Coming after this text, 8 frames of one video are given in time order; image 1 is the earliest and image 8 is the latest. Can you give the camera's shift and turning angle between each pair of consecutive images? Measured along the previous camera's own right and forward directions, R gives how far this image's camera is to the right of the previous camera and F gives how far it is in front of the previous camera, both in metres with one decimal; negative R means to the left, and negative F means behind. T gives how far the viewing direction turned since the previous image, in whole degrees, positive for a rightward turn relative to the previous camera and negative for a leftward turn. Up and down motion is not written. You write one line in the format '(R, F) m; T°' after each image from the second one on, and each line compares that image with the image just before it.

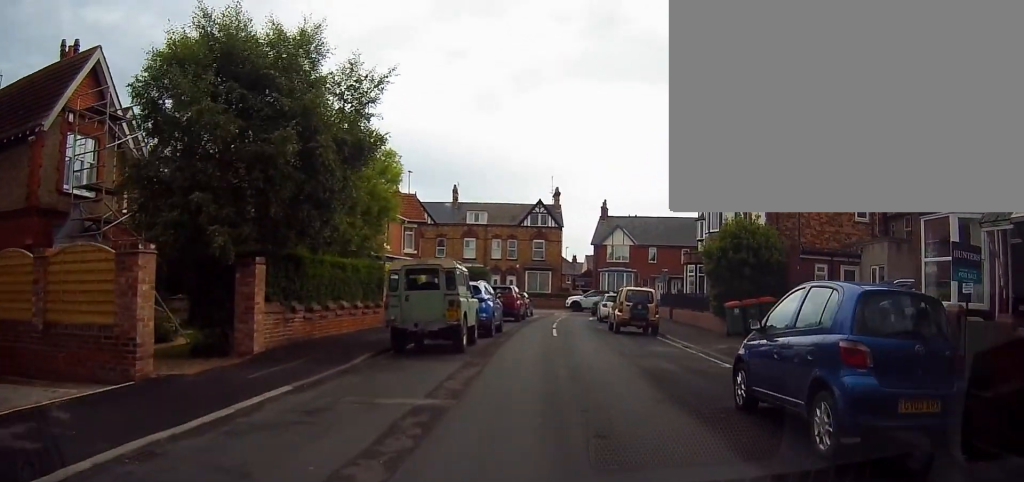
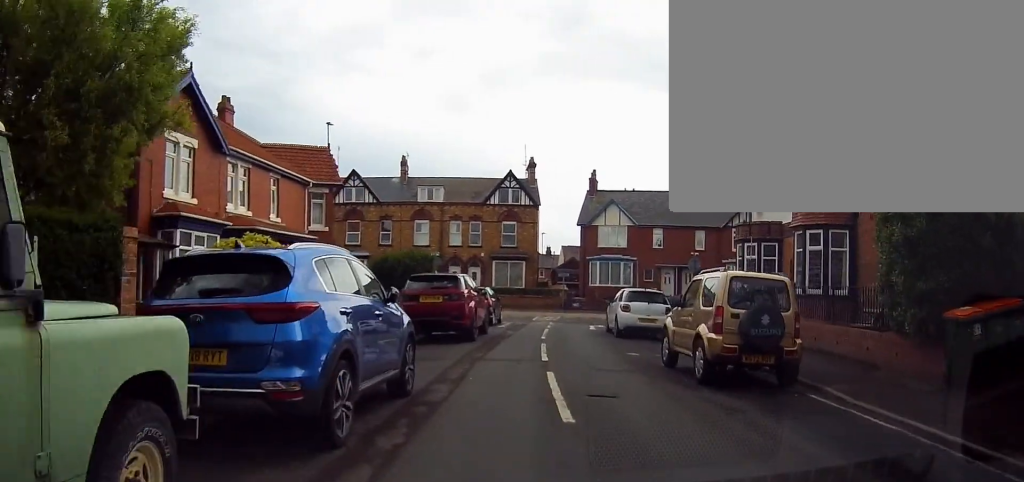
(-0.8, +14.1) m; -2°
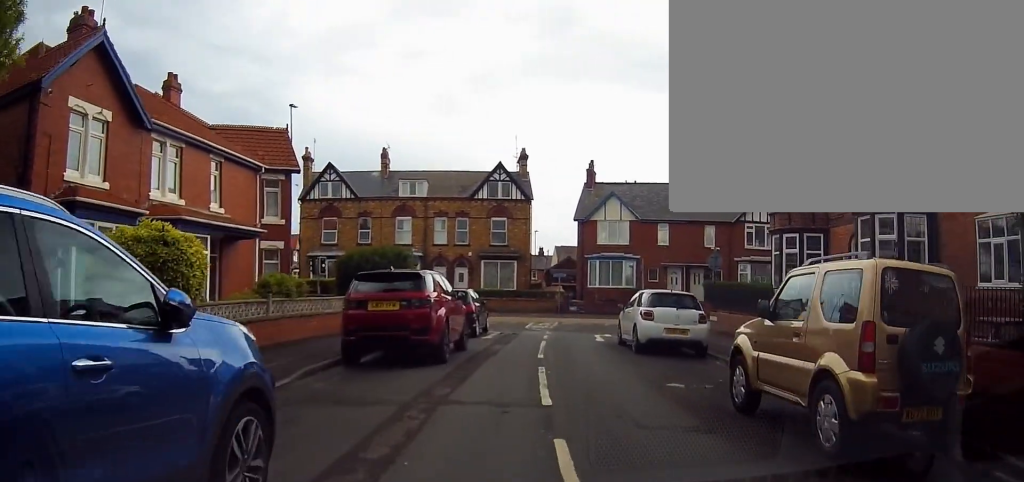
(+0.3, +4.5) m; +5°
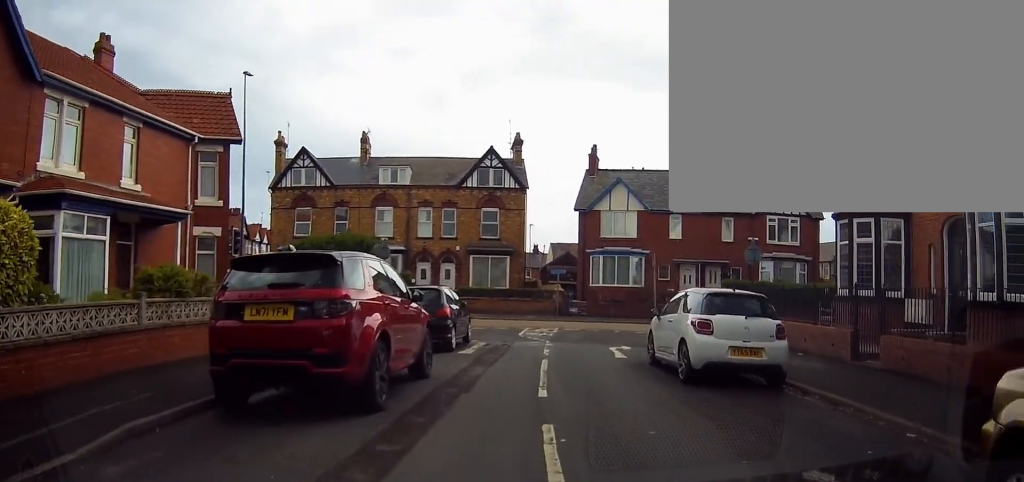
(+0.1, +5.1) m; -3°
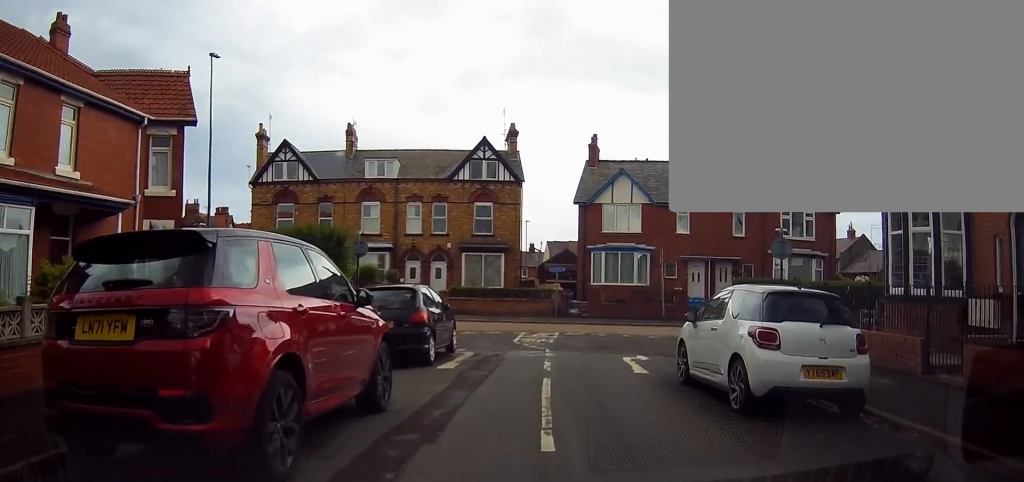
(-0.1, +2.8) m; -2°
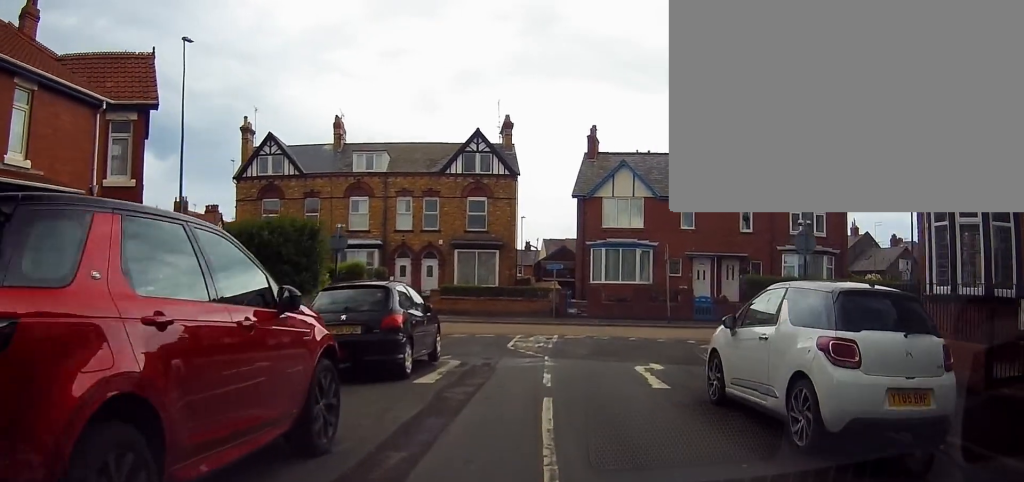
(-0.3, +1.9) m; 0°
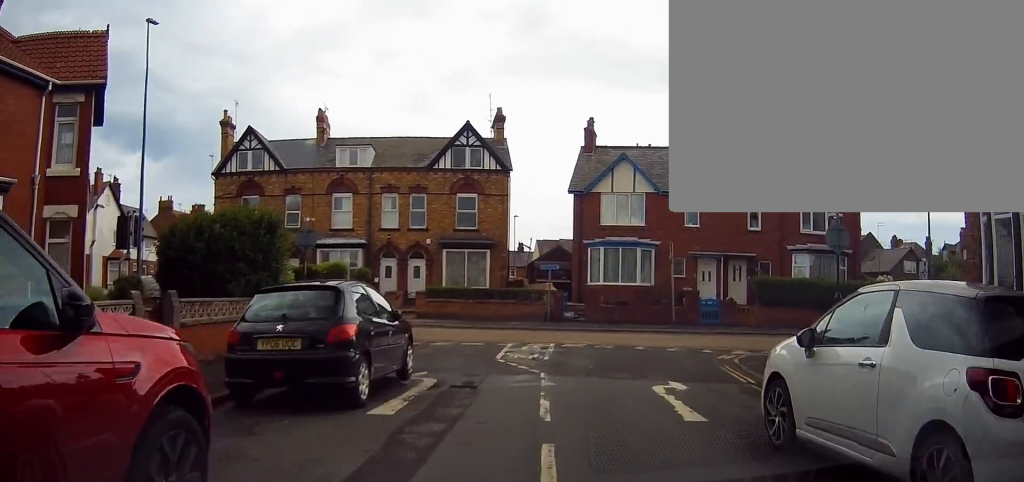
(+0.1, +2.3) m; +3°
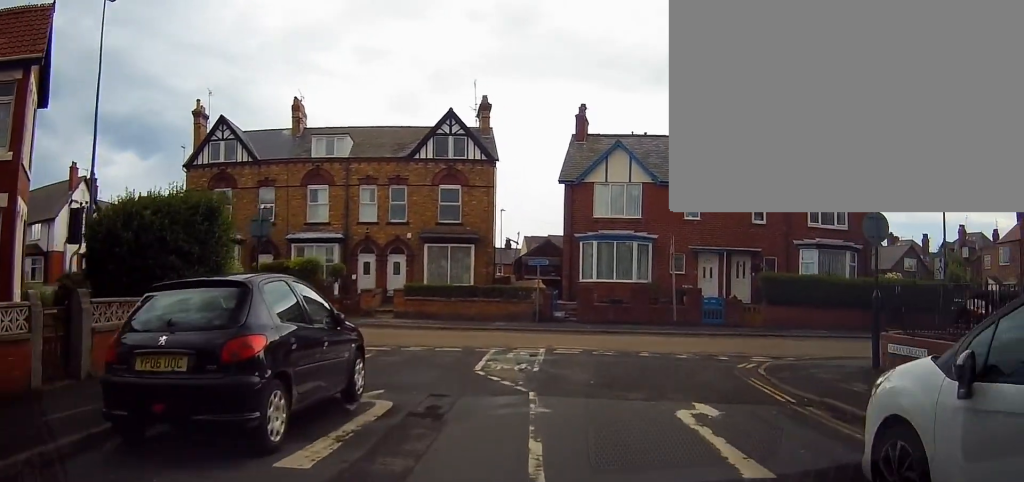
(+0.3, +2.4) m; +5°
